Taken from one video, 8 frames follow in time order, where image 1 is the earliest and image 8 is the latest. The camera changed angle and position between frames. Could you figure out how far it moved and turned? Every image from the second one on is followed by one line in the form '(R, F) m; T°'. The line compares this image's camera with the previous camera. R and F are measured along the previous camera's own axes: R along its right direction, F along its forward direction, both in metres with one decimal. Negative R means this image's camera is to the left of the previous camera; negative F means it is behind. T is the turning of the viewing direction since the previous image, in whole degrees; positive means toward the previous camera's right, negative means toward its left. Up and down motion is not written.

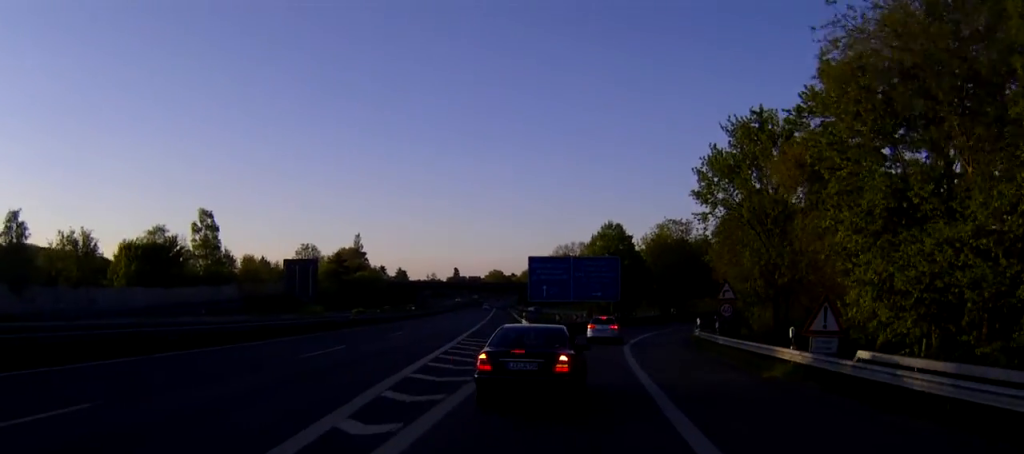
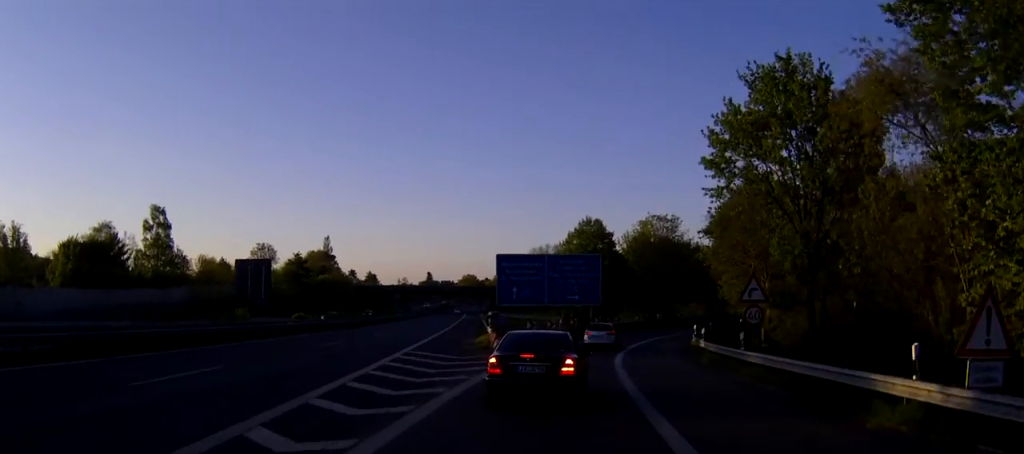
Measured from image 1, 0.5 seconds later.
(+0.2, +8.3) m; +2°
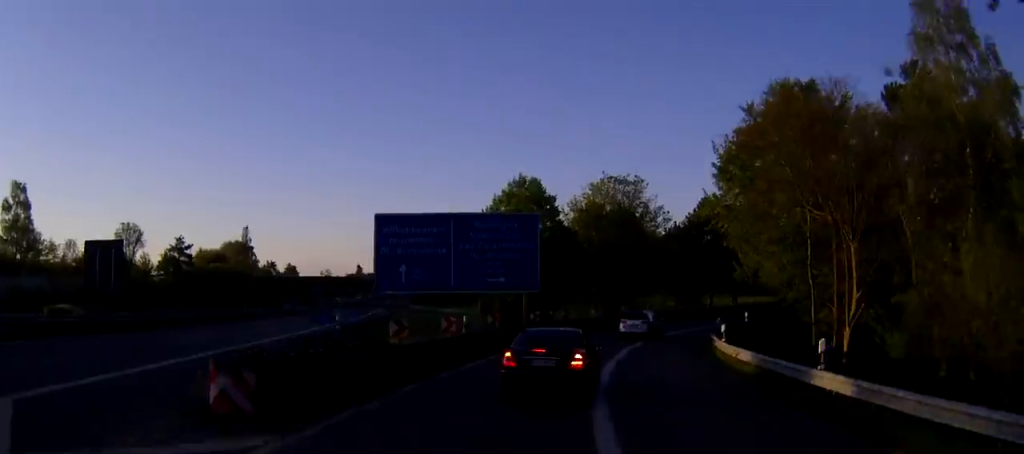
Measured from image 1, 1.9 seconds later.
(+1.1, +22.6) m; +6°
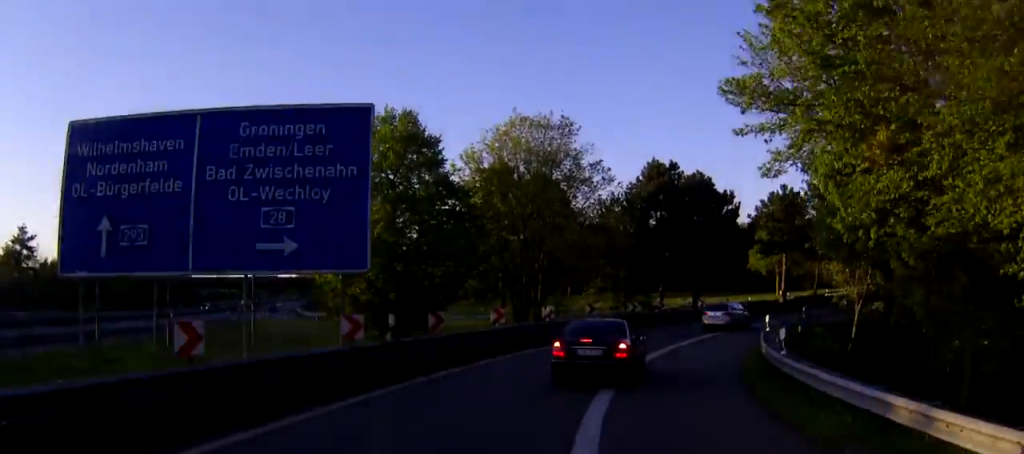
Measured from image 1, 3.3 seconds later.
(+1.3, +21.4) m; +8°
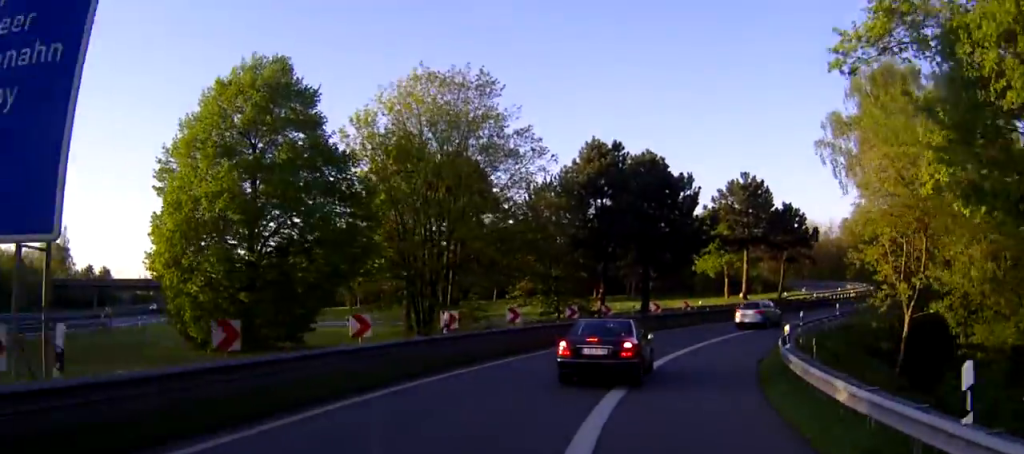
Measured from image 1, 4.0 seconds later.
(+0.1, +10.0) m; +5°
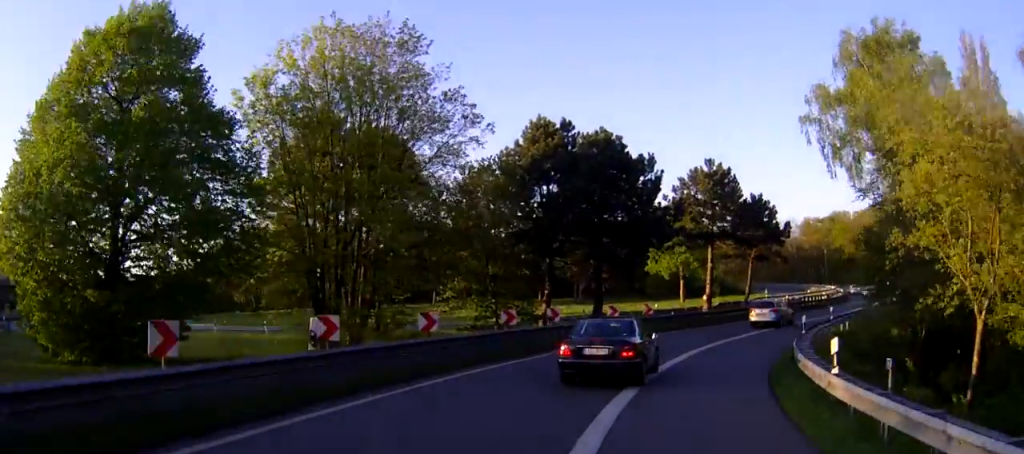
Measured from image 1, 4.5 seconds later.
(+0.5, +6.5) m; +4°
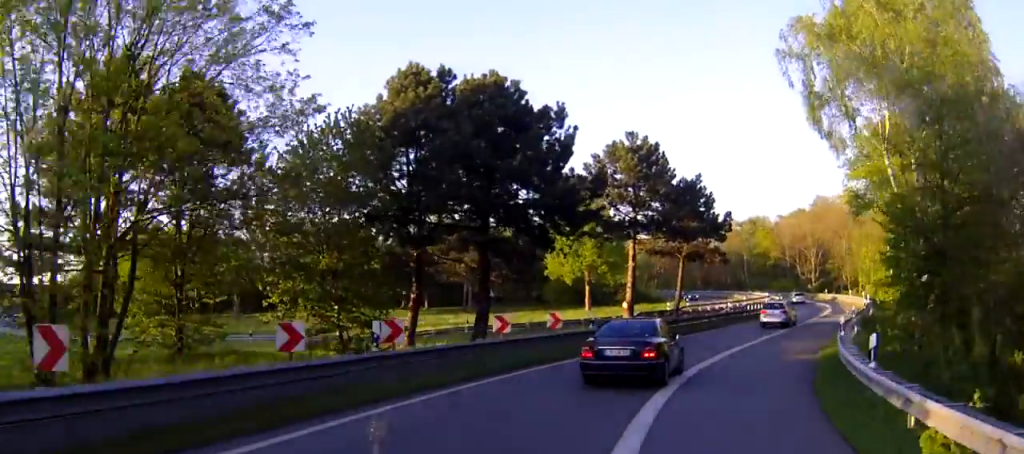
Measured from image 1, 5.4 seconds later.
(+0.8, +12.1) m; +8°
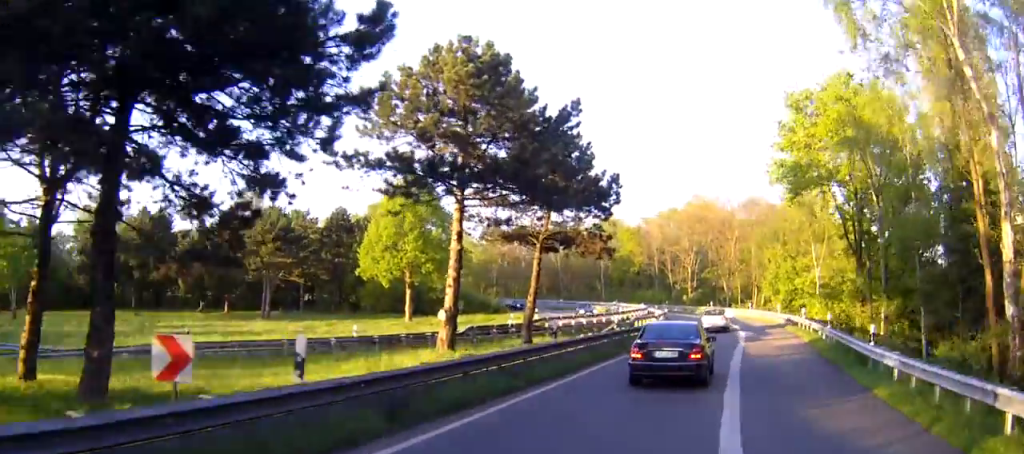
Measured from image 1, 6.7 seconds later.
(+2.1, +17.6) m; +13°
